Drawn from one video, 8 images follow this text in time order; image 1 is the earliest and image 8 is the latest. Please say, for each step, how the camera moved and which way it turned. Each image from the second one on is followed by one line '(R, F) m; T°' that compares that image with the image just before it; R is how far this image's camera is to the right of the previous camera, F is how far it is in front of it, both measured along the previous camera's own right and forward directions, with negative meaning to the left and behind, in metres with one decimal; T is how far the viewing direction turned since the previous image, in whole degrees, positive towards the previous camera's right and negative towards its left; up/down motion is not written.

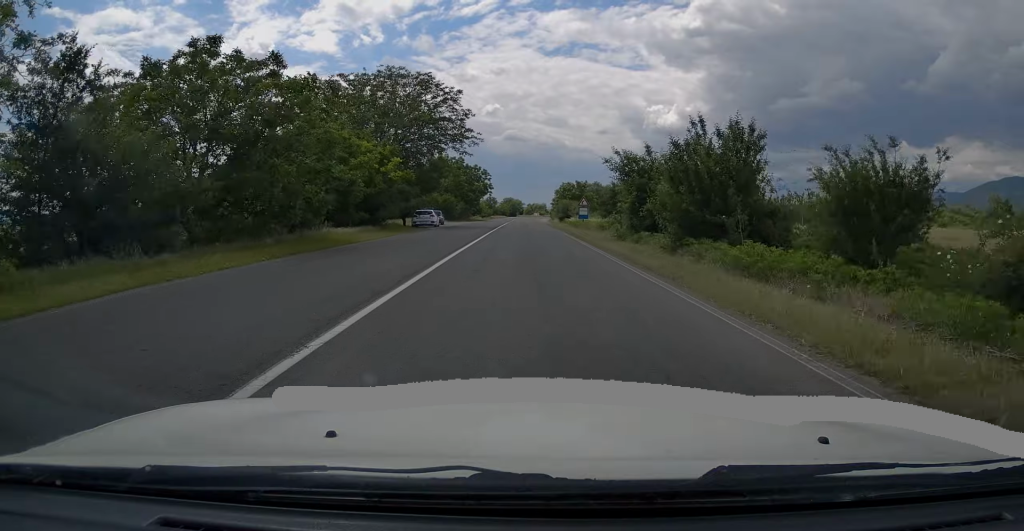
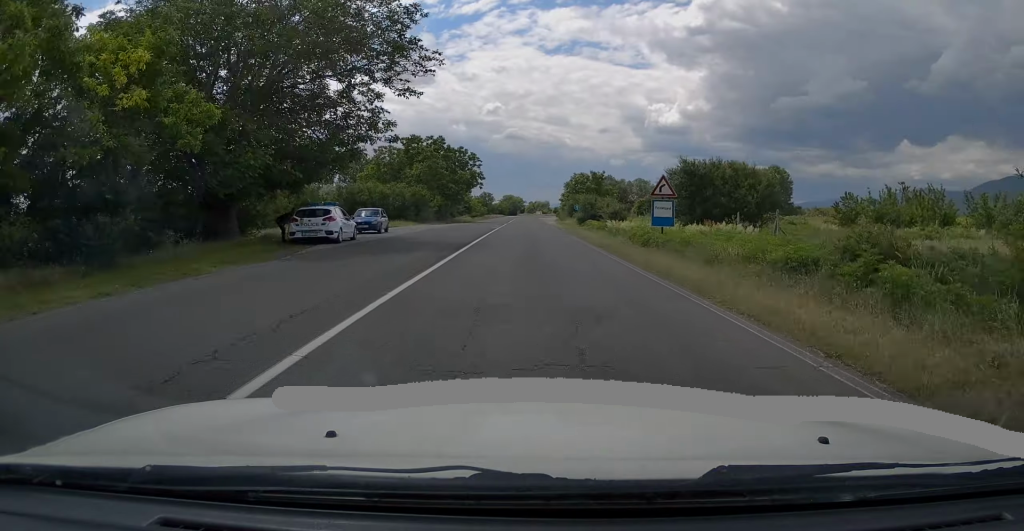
(-0.1, +24.9) m; 0°
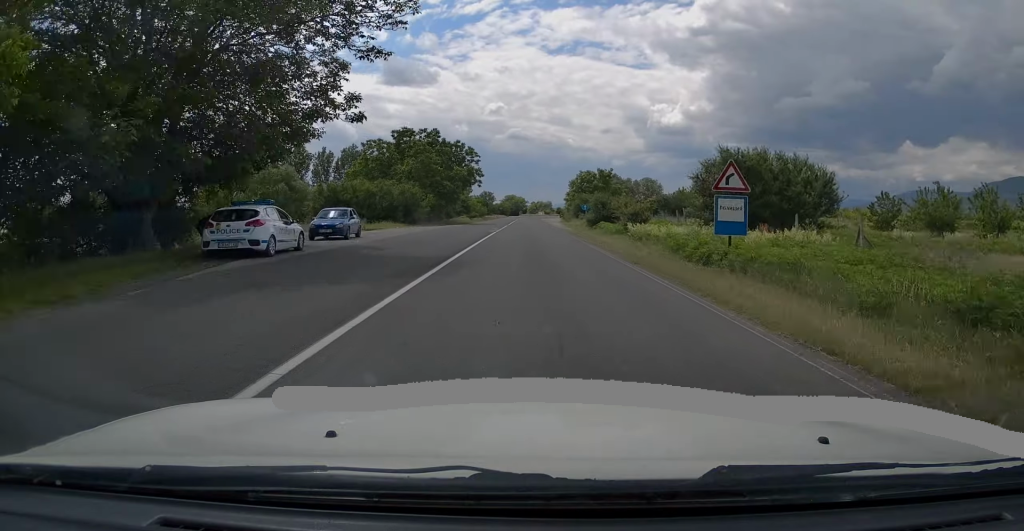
(0.0, +6.3) m; 0°
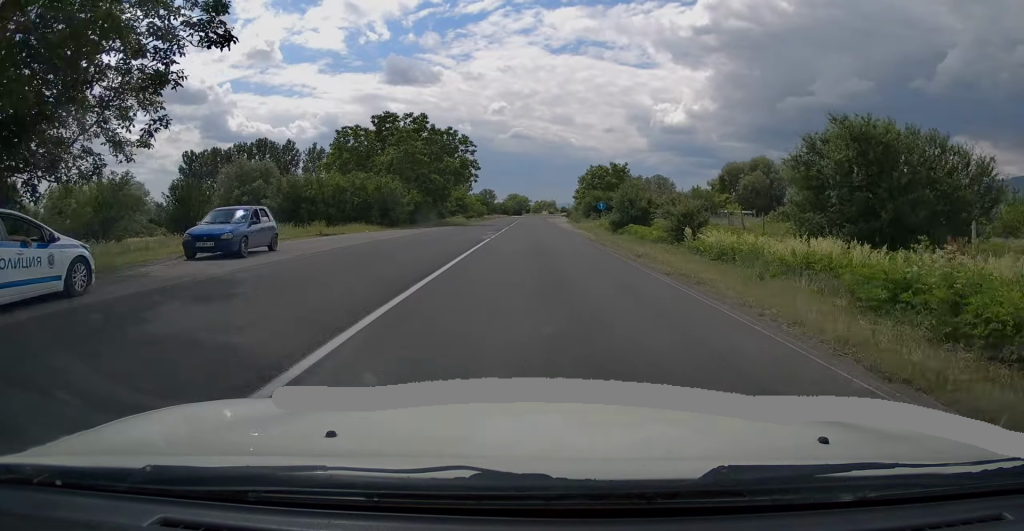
(-0.3, +10.0) m; 0°
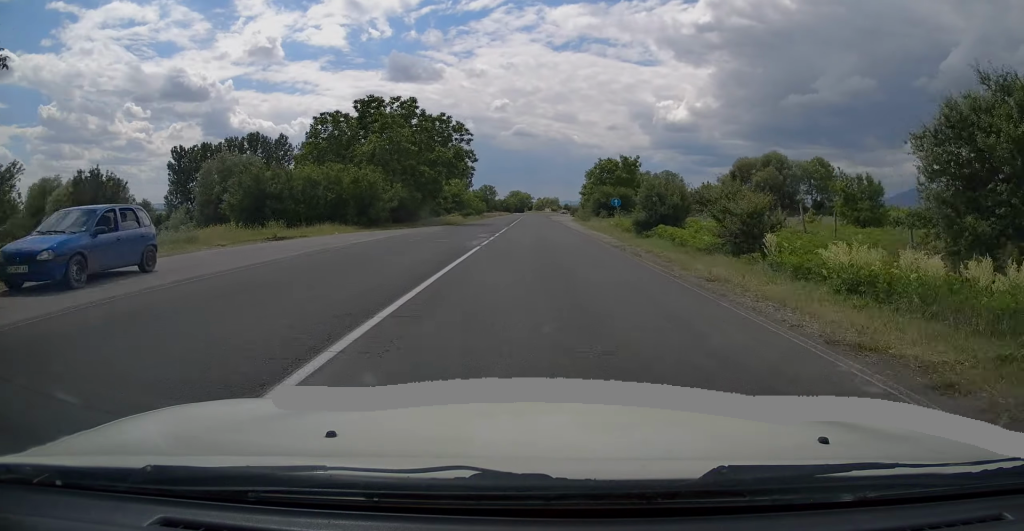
(+0.1, +6.4) m; 0°
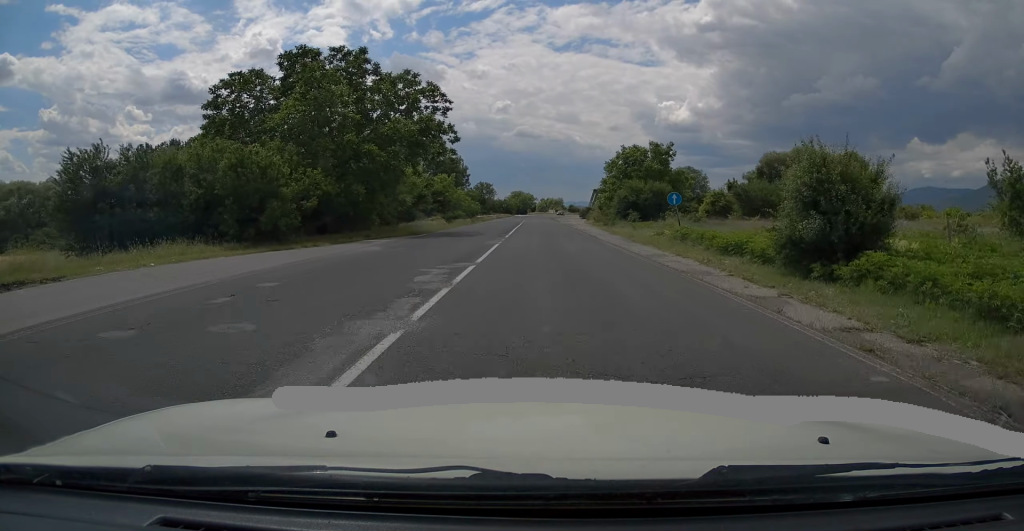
(0.0, +16.0) m; 0°
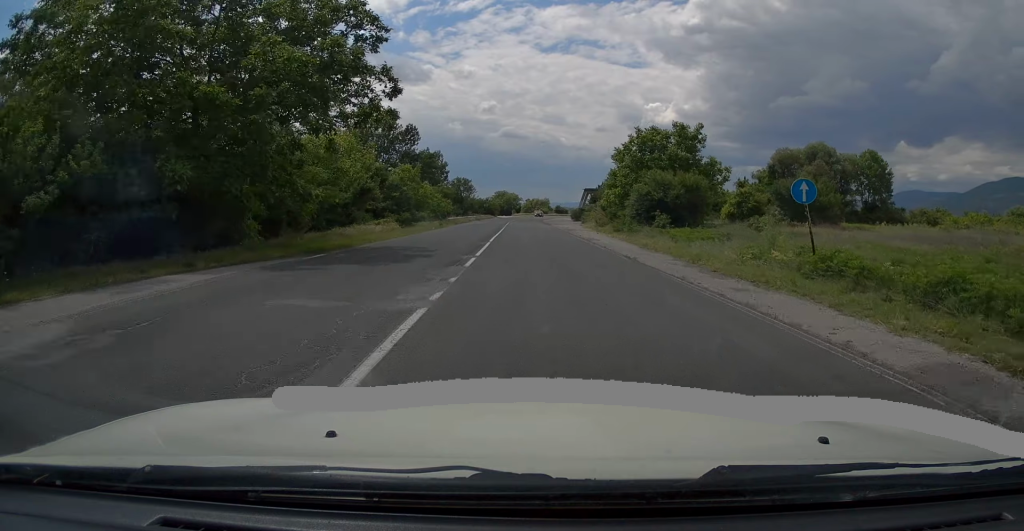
(+0.1, +13.8) m; 0°
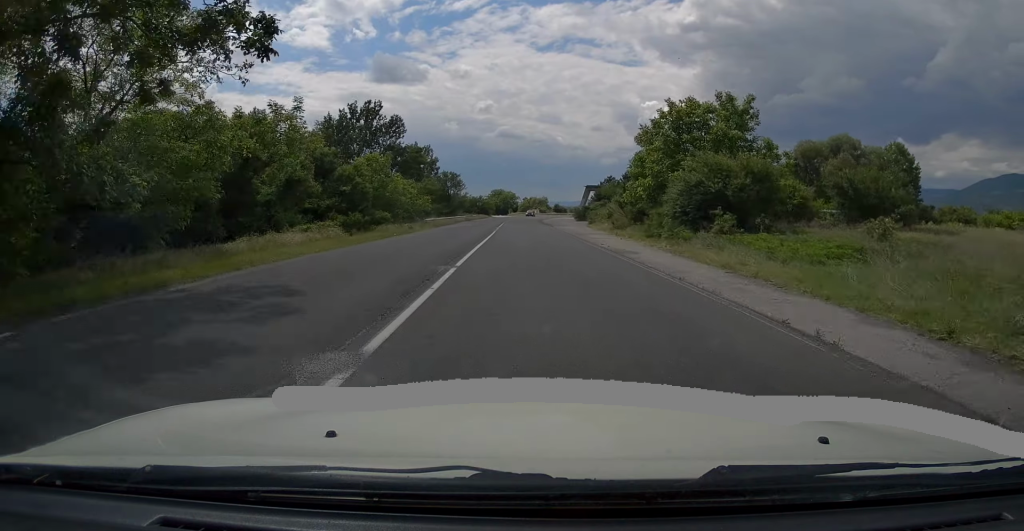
(-0.1, +11.0) m; 0°
